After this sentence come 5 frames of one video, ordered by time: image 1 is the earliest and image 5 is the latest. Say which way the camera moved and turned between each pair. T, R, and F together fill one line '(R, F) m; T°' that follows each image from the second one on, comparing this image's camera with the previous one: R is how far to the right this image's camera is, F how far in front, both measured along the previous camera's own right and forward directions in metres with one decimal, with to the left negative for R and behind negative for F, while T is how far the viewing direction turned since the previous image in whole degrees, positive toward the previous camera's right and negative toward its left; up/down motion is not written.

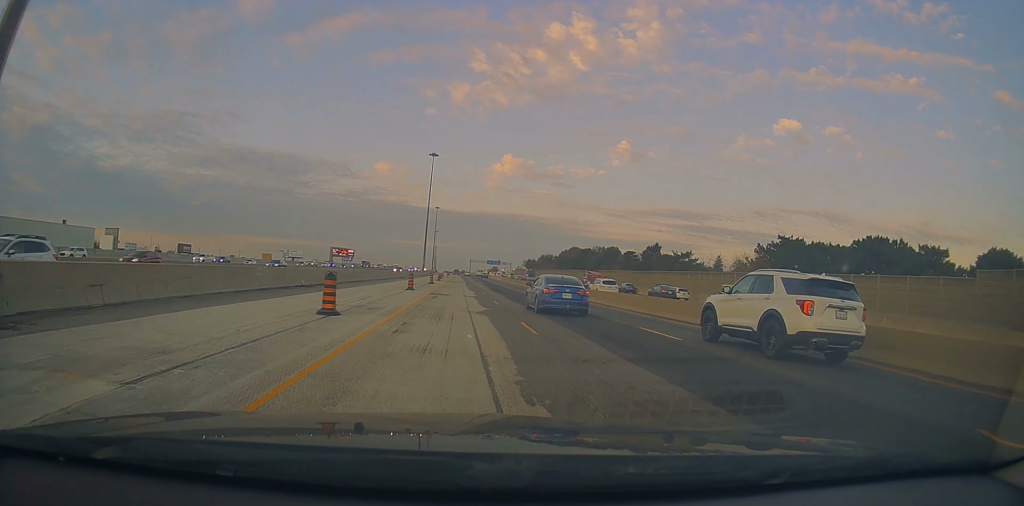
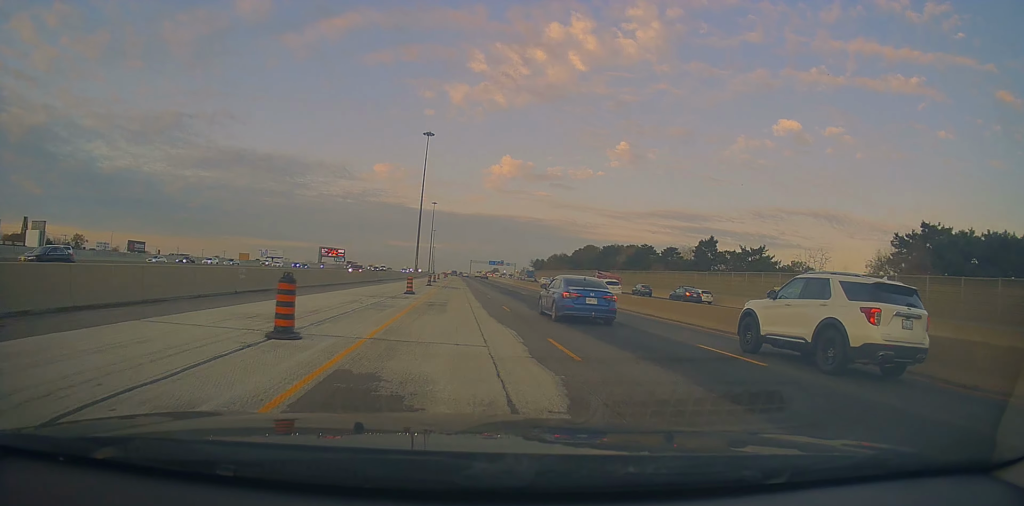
(+0.1, +27.6) m; -1°
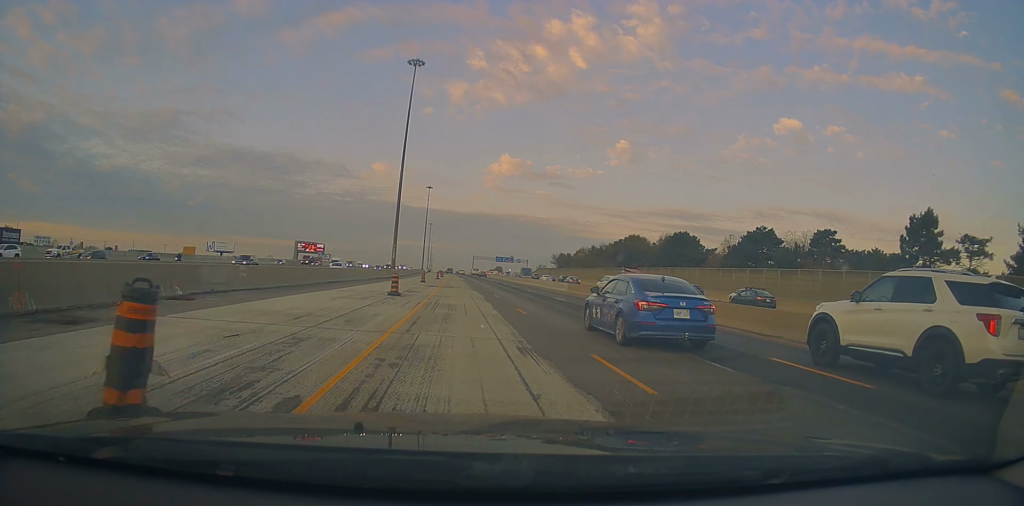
(-1.2, +50.5) m; -1°
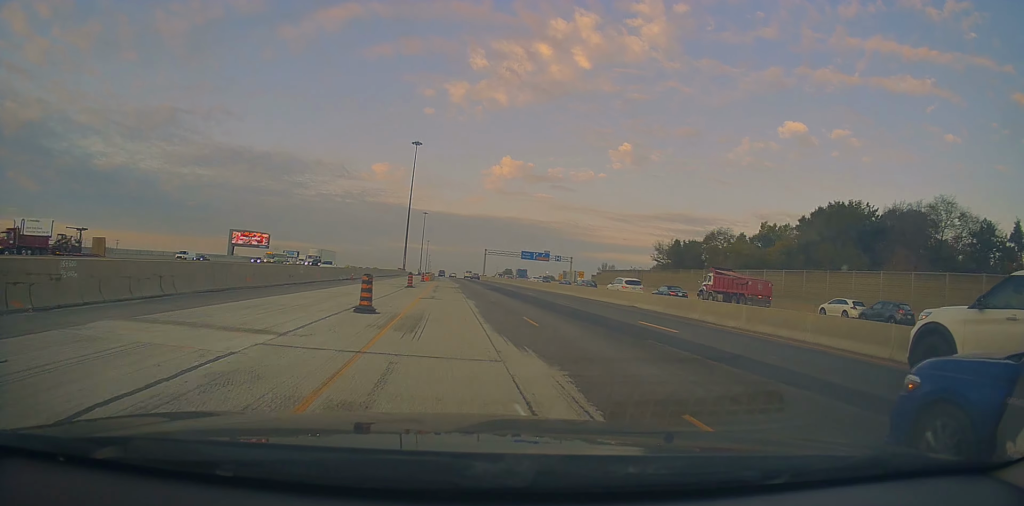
(+1.5, +87.7) m; +1°
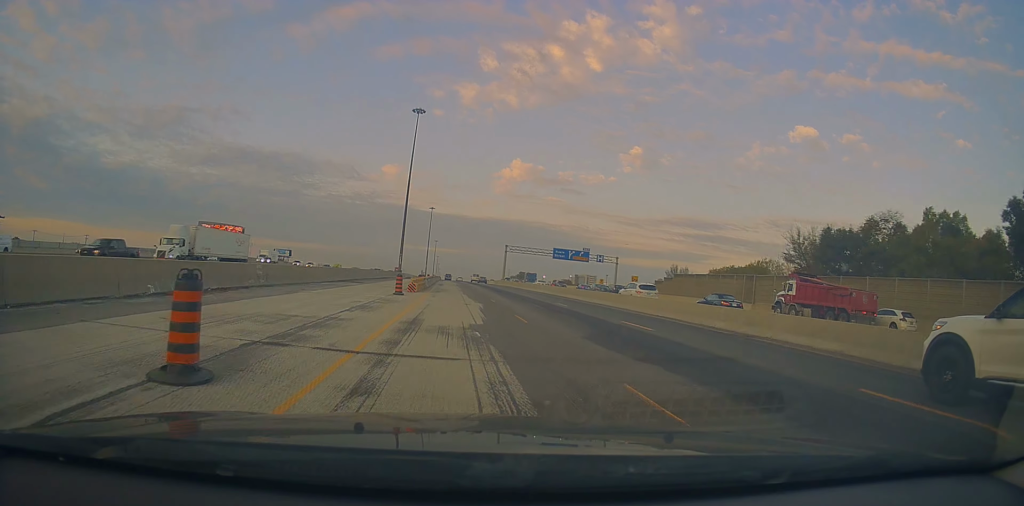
(0.0, +34.0) m; 0°
